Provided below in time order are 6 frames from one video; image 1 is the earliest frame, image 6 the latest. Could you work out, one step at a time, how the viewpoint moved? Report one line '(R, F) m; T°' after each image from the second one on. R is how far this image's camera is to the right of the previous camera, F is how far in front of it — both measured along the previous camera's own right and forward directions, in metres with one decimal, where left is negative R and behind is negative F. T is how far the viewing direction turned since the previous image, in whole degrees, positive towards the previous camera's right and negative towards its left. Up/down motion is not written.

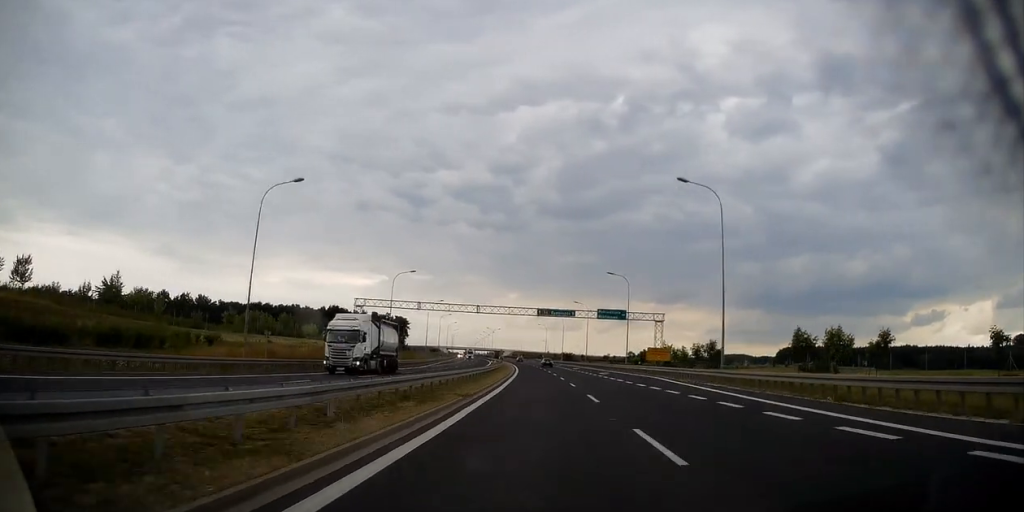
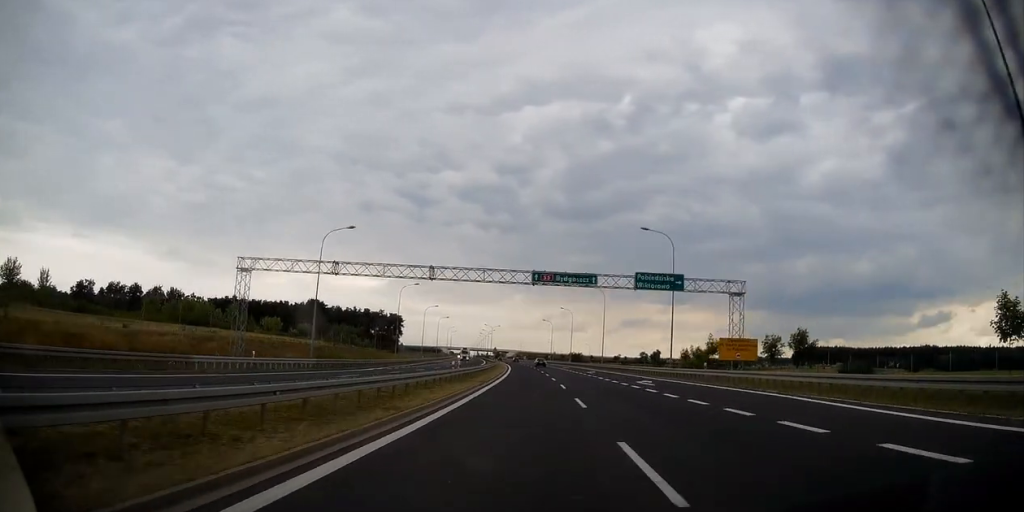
(-0.3, +26.2) m; 0°
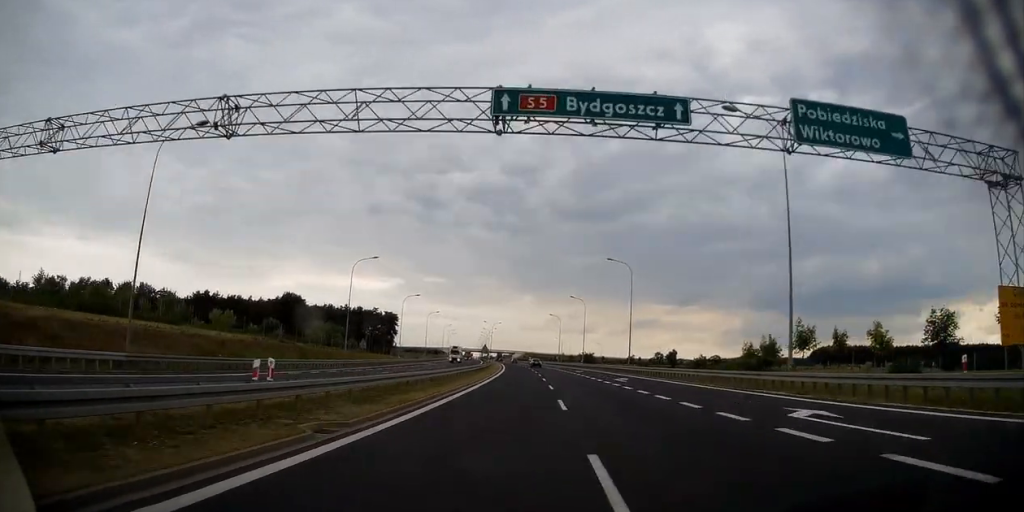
(+0.2, +25.0) m; -1°
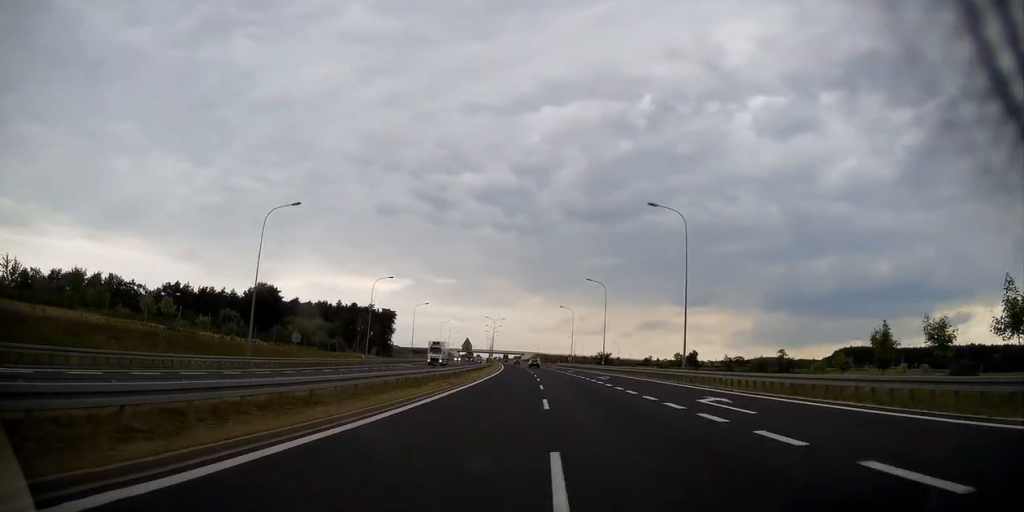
(-0.3, +23.8) m; -1°
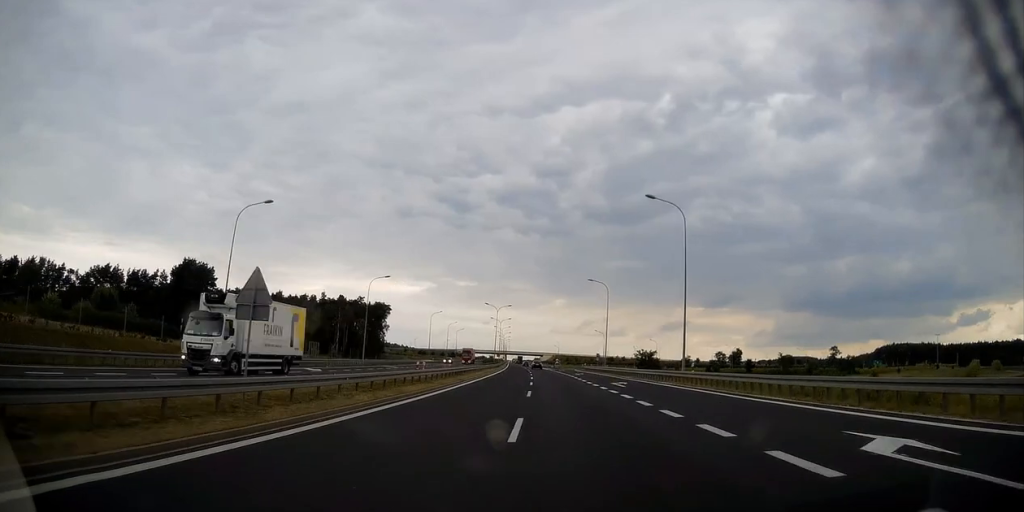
(-0.9, +42.1) m; -2°
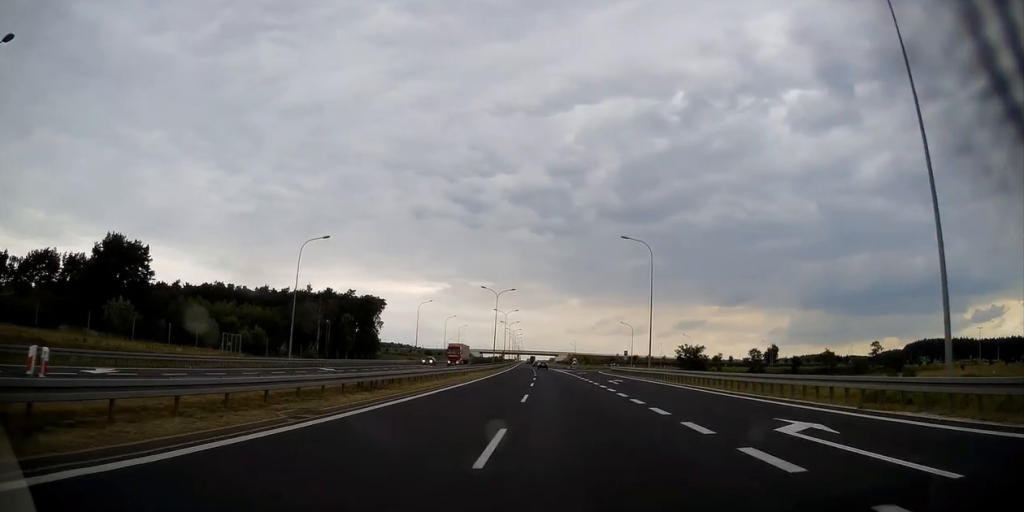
(-0.2, +26.2) m; -1°
